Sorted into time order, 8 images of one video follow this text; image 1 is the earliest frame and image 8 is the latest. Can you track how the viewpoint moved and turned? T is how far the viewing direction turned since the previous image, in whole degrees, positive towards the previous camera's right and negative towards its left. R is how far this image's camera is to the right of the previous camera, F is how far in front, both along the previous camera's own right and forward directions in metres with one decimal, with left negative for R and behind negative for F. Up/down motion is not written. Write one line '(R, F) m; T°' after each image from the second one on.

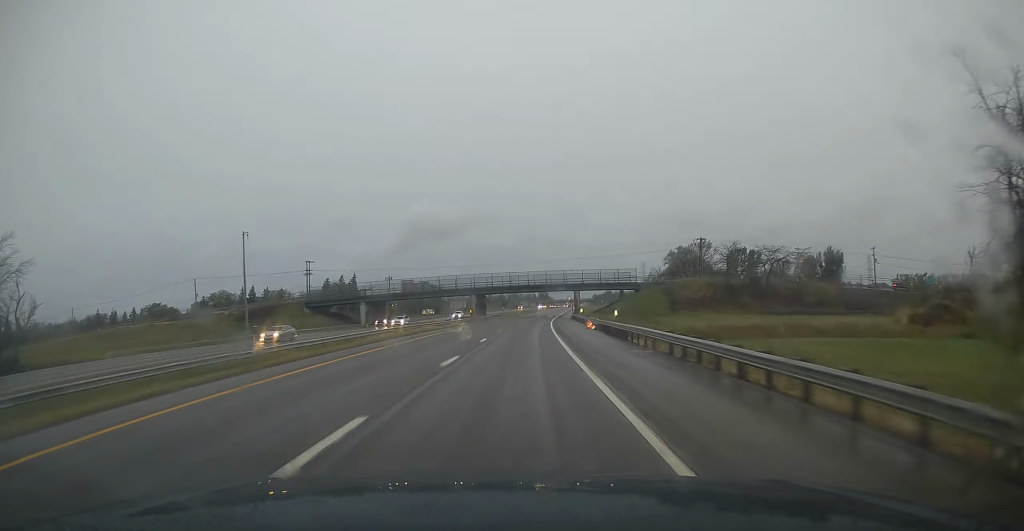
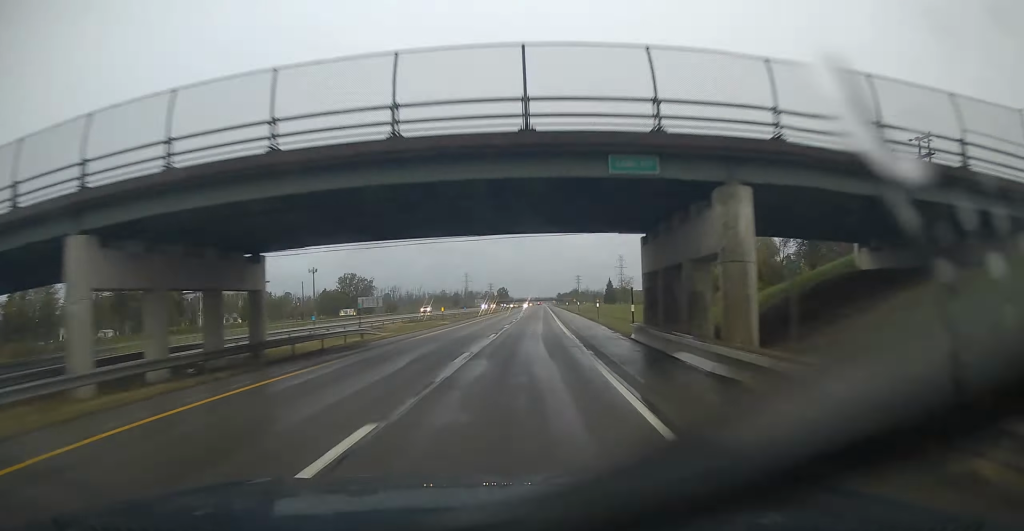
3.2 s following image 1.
(+0.9, +73.9) m; +3°
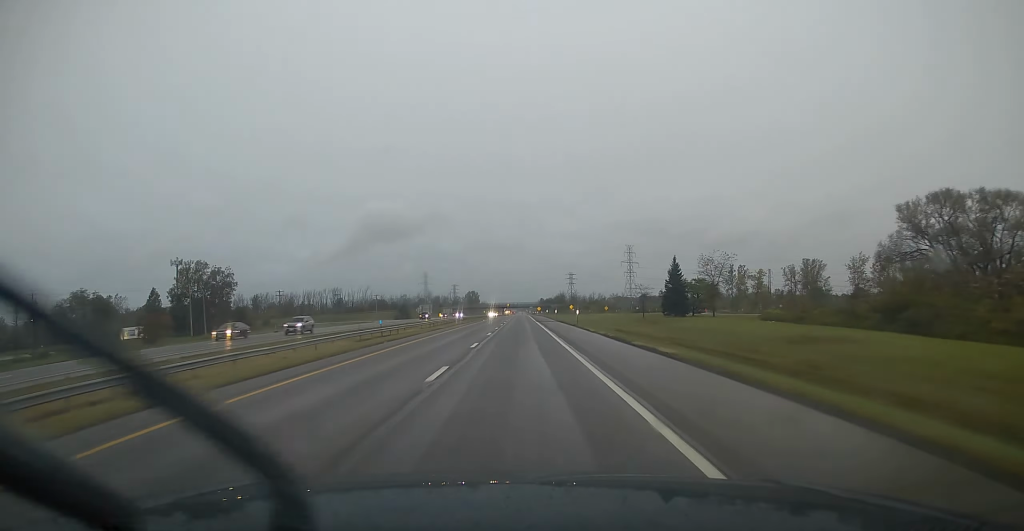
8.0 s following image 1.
(+6.1, +182.8) m; +3°
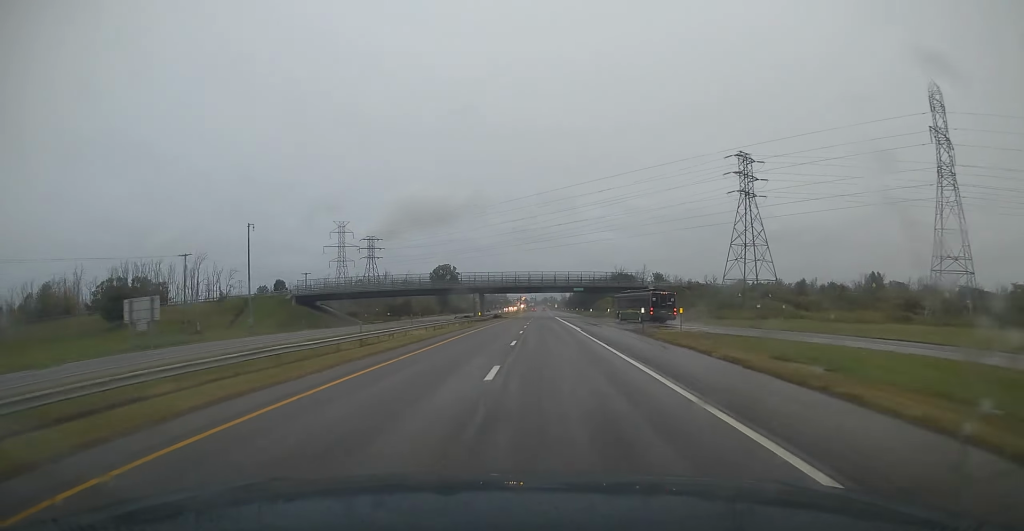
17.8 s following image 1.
(+6.0, +410.6) m; +1°
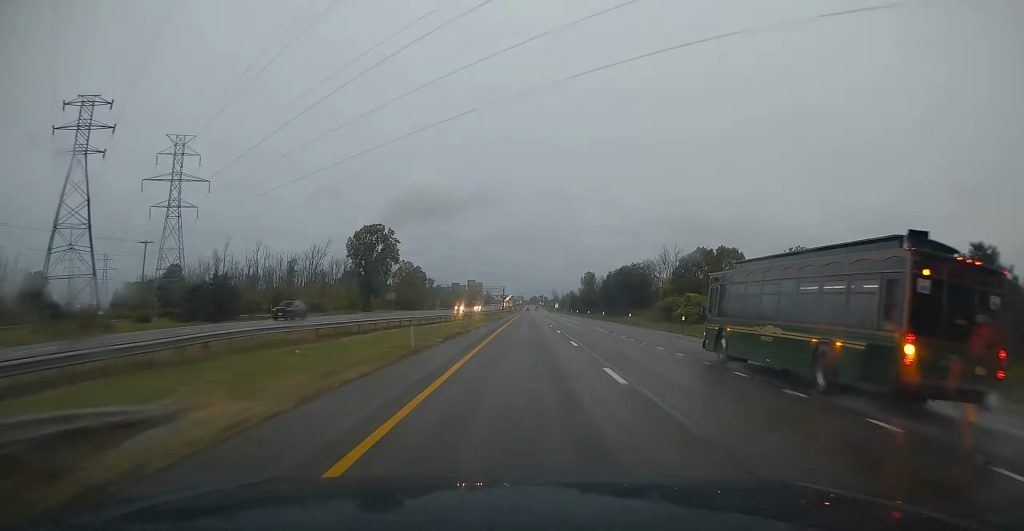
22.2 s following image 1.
(-0.2, +138.9) m; 0°
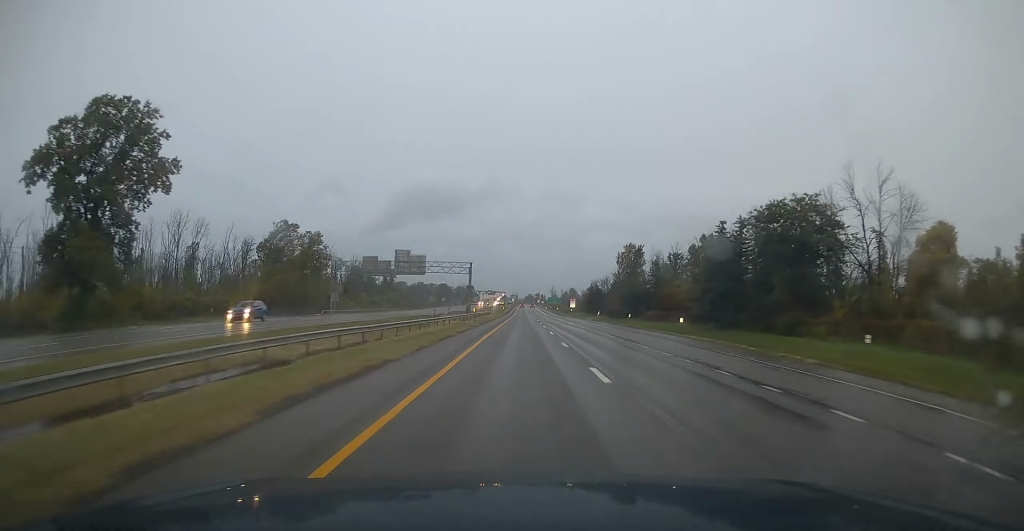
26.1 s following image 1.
(+0.8, +123.1) m; +1°
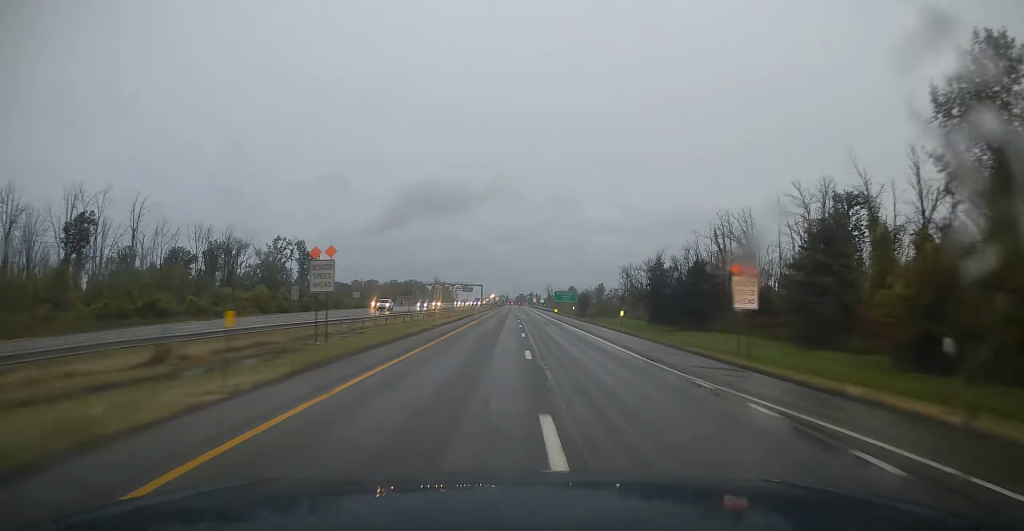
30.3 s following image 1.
(+0.7, +129.7) m; 0°
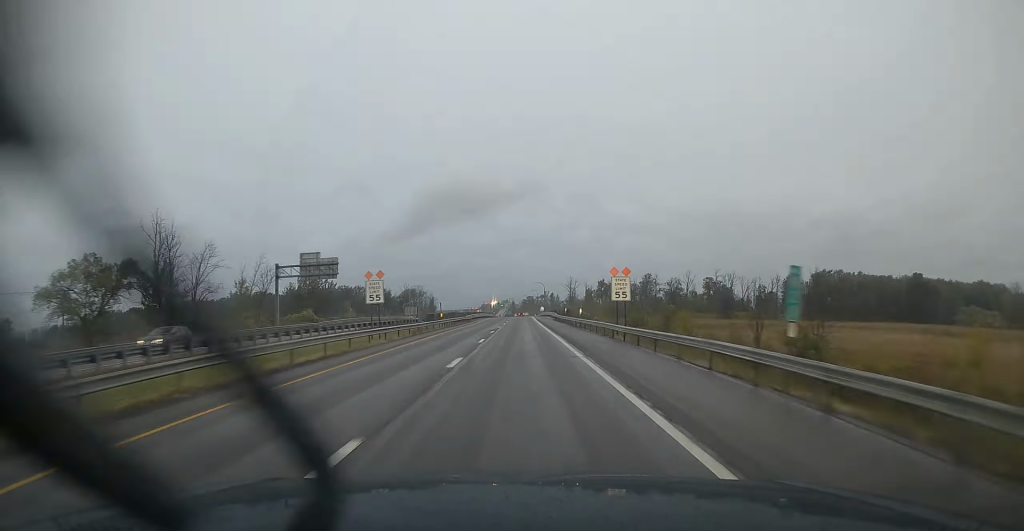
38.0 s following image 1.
(-0.7, +229.3) m; -1°
